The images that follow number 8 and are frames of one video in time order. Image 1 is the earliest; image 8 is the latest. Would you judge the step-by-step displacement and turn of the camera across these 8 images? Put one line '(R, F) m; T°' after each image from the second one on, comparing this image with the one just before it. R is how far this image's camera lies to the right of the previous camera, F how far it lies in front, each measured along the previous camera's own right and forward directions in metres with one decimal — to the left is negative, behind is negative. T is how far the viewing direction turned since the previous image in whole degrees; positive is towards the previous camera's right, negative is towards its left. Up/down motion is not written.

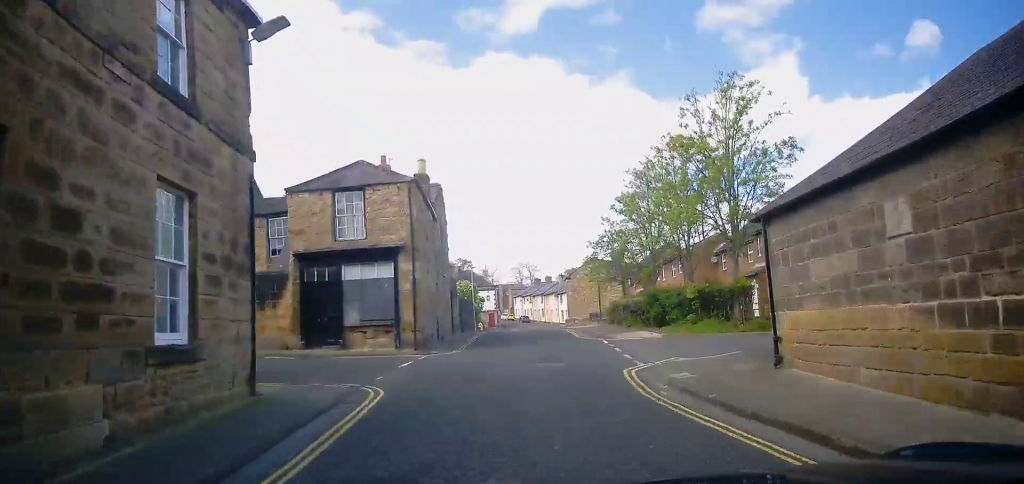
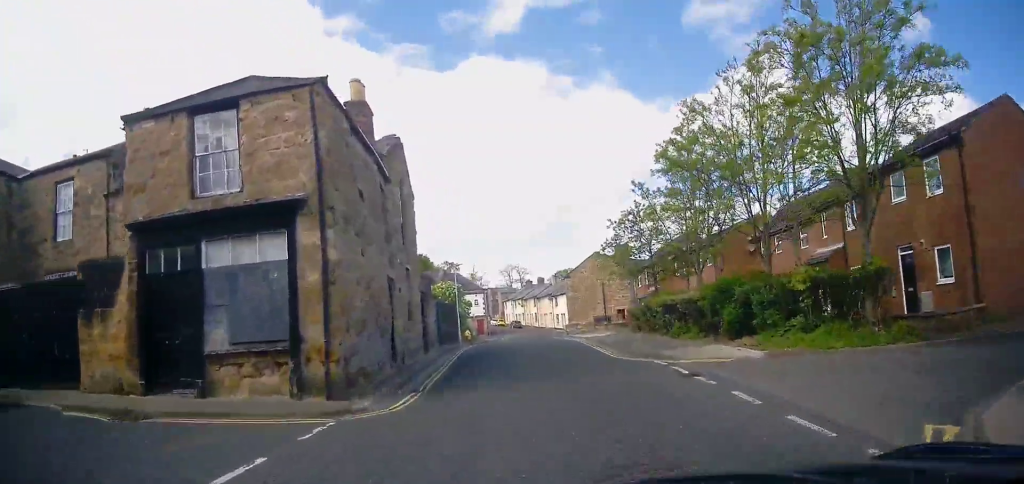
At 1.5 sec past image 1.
(-0.2, +8.5) m; +2°
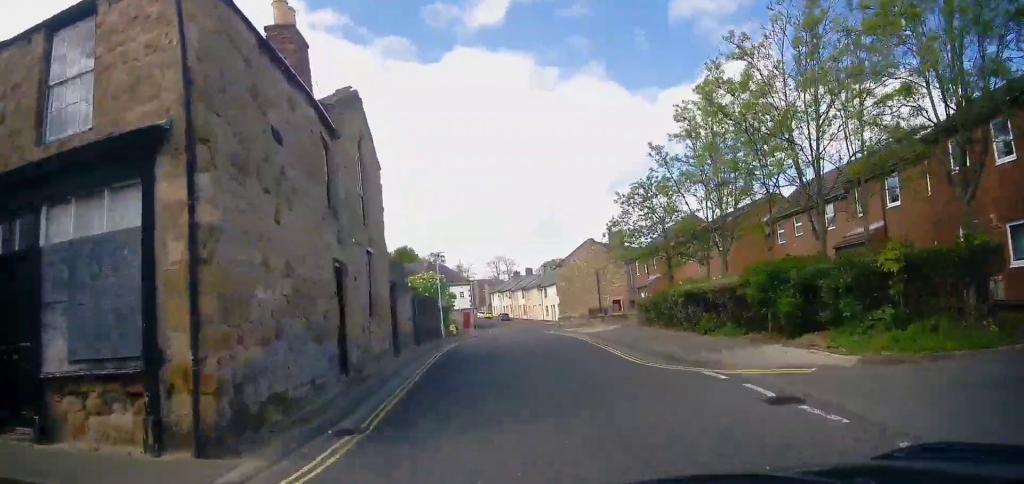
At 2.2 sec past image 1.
(+0.3, +3.6) m; +3°
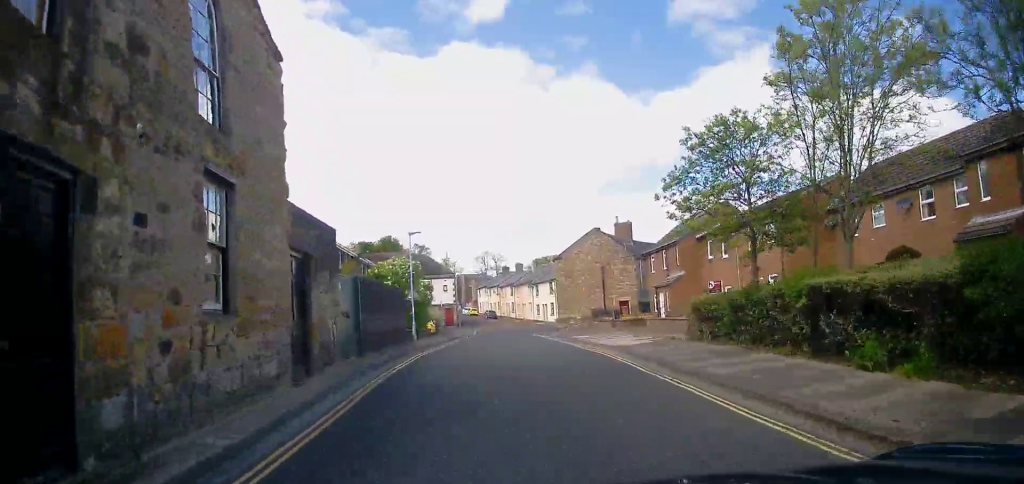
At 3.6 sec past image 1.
(-0.2, +8.0) m; -4°
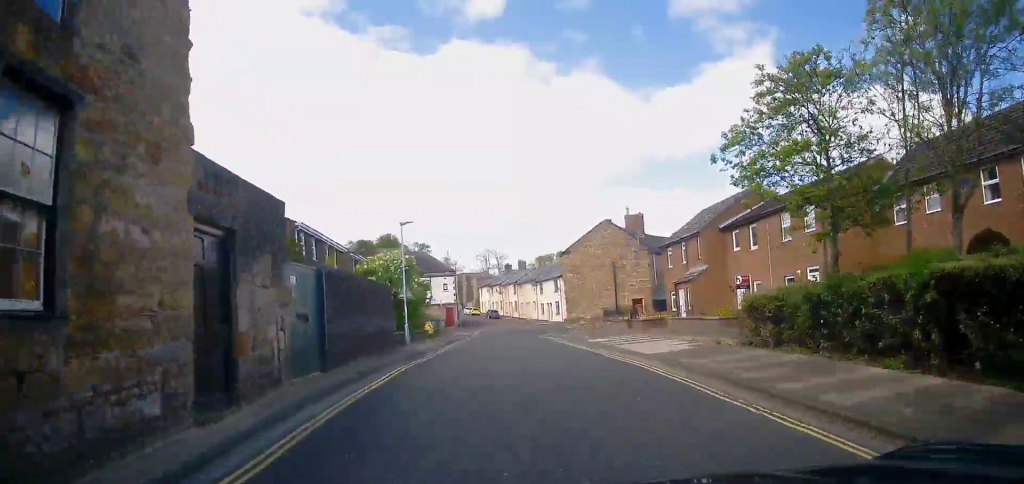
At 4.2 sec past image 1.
(-0.3, +3.4) m; 0°
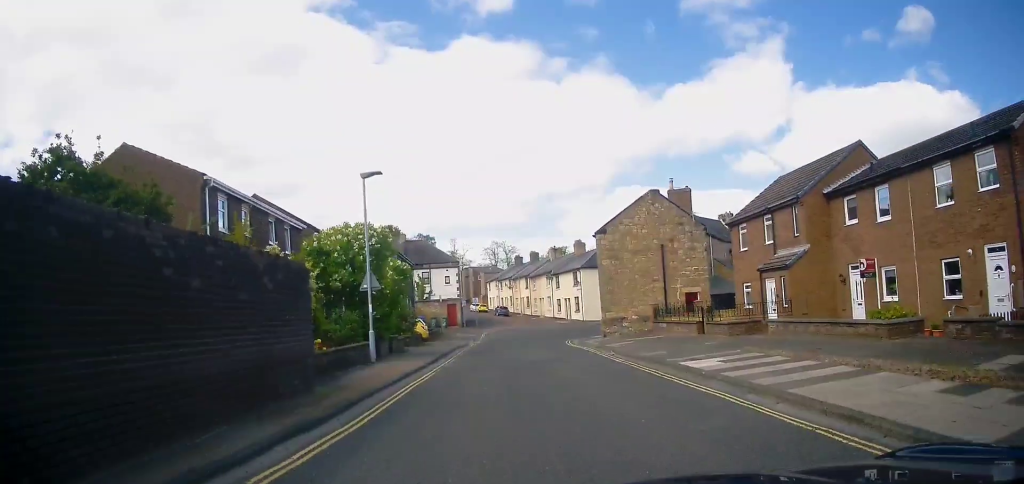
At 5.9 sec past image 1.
(+0.7, +9.7) m; +2°
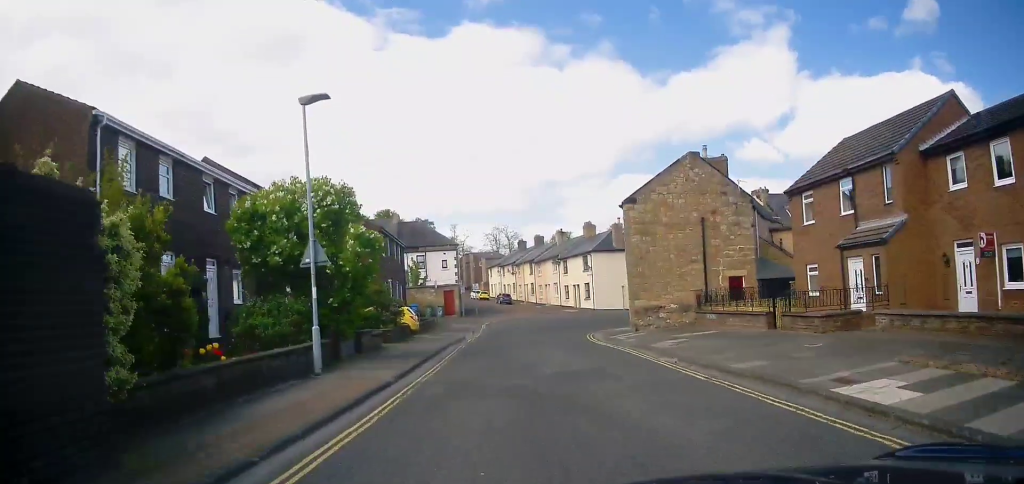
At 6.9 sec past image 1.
(-0.3, +5.8) m; -2°
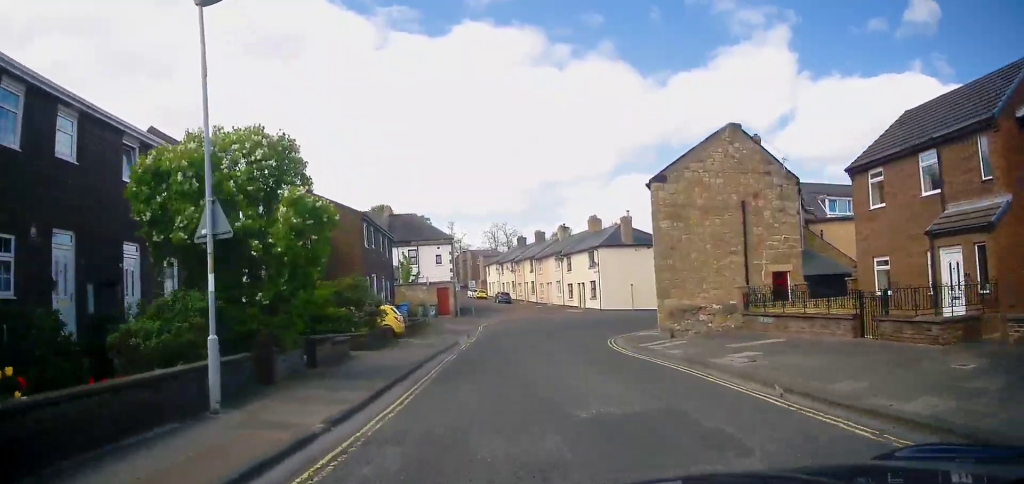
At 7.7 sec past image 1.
(0.0, +4.5) m; 0°
